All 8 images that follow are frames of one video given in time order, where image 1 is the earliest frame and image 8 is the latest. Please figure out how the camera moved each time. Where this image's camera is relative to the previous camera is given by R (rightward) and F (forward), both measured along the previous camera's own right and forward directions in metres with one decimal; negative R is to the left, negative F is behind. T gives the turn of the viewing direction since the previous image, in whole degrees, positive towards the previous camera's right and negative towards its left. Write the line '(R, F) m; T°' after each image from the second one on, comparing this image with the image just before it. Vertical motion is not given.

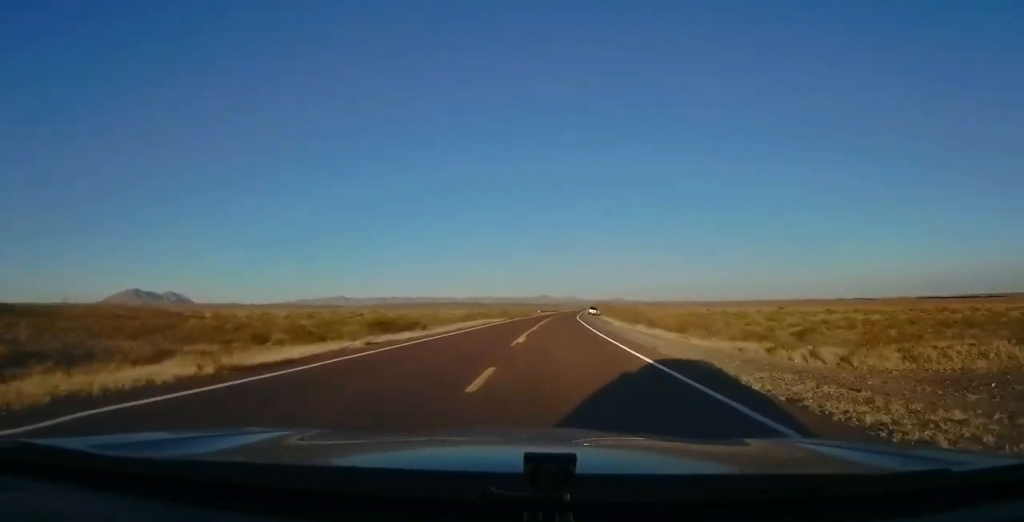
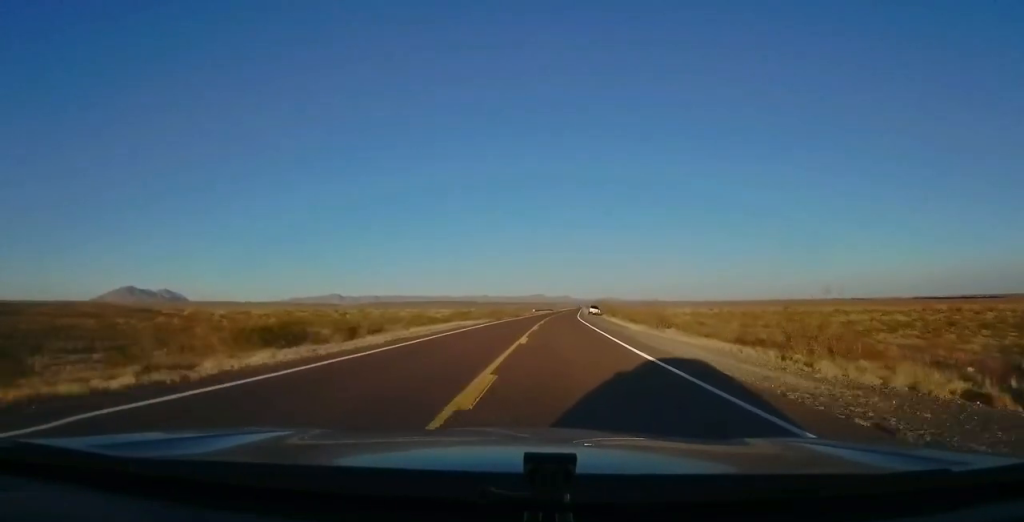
(-0.1, +13.6) m; 0°
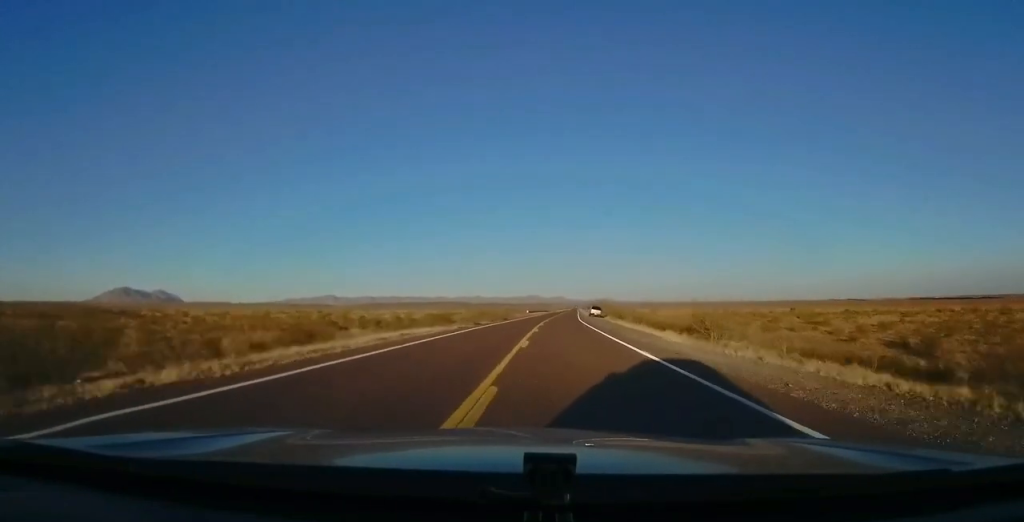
(-0.4, +13.5) m; 0°
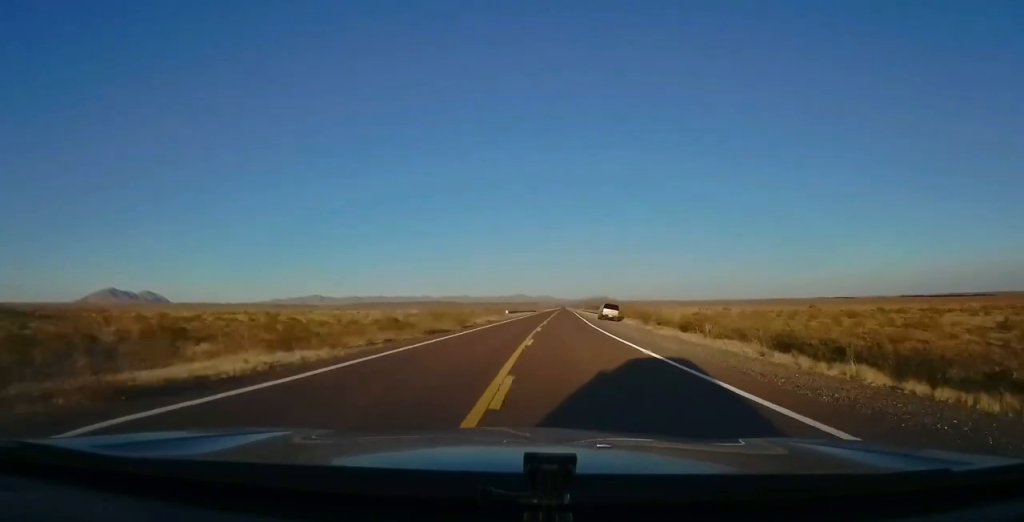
(+1.1, +34.8) m; +2°
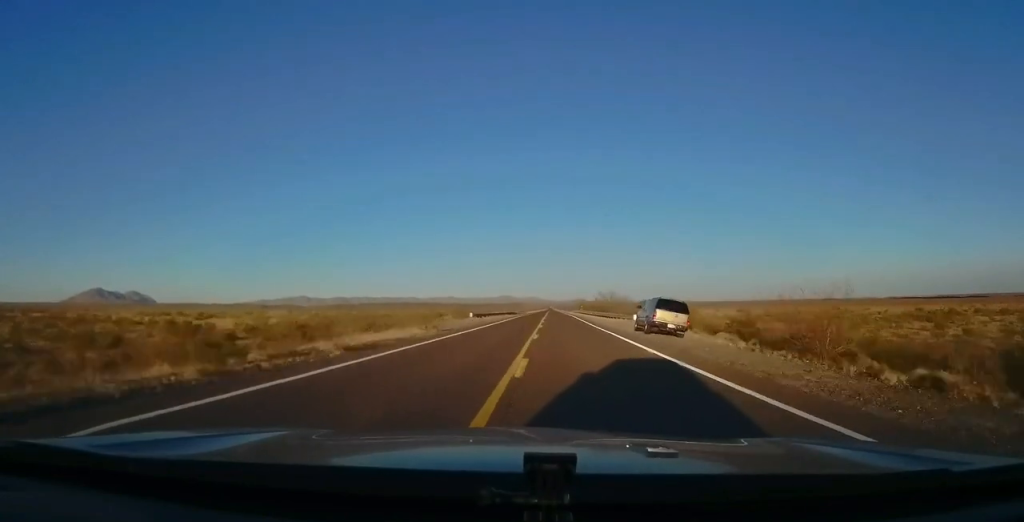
(-0.5, +32.8) m; 0°
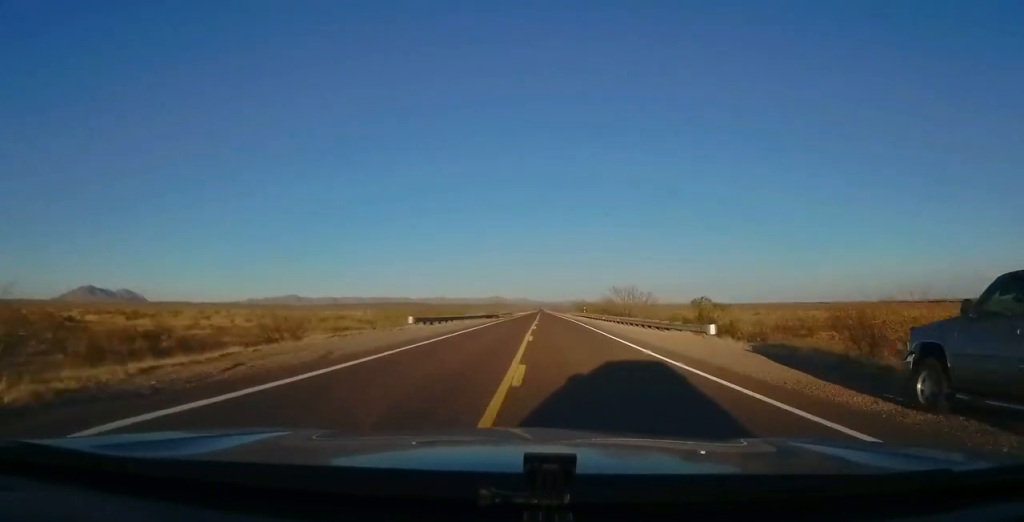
(+0.3, +25.1) m; +2°
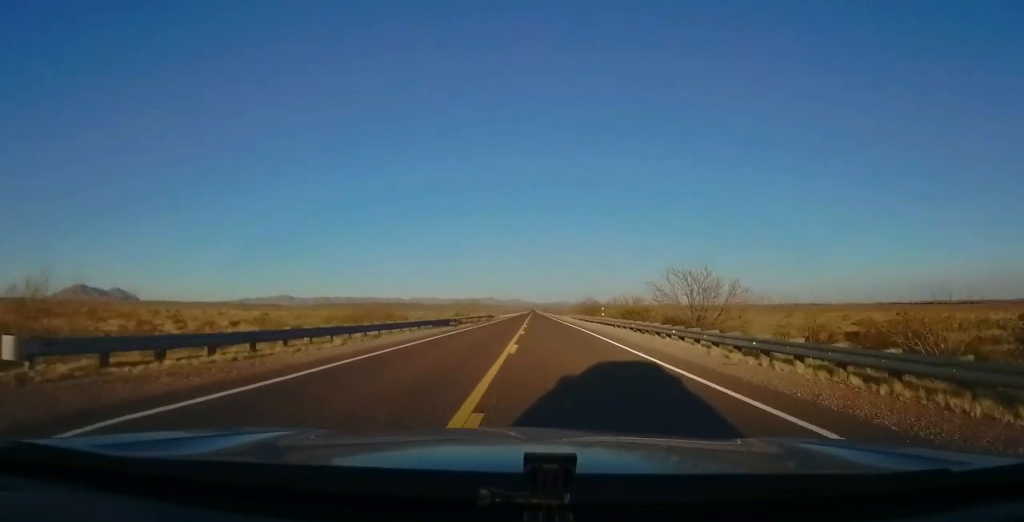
(+0.7, +29.9) m; +1°
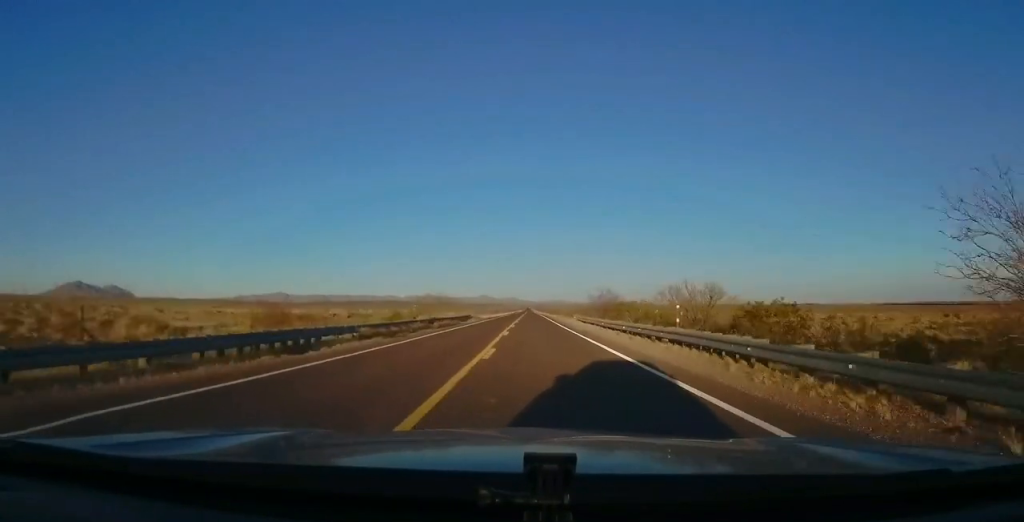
(-0.1, +25.9) m; 0°
